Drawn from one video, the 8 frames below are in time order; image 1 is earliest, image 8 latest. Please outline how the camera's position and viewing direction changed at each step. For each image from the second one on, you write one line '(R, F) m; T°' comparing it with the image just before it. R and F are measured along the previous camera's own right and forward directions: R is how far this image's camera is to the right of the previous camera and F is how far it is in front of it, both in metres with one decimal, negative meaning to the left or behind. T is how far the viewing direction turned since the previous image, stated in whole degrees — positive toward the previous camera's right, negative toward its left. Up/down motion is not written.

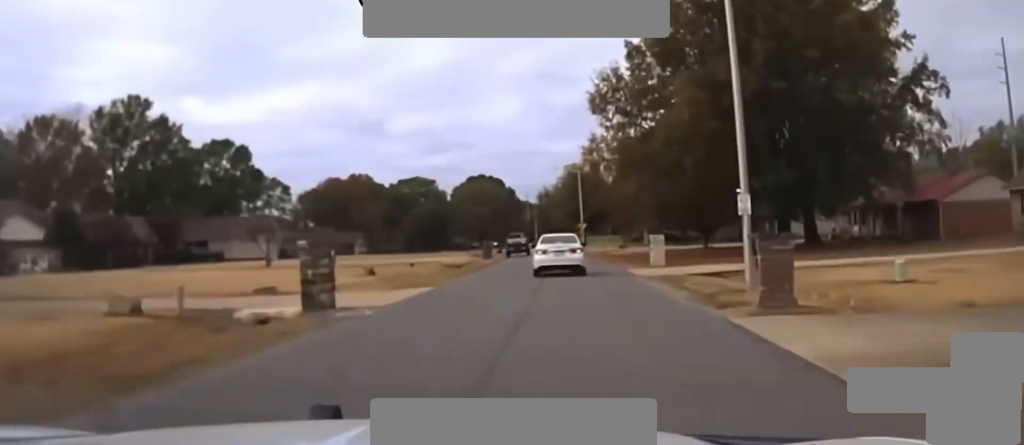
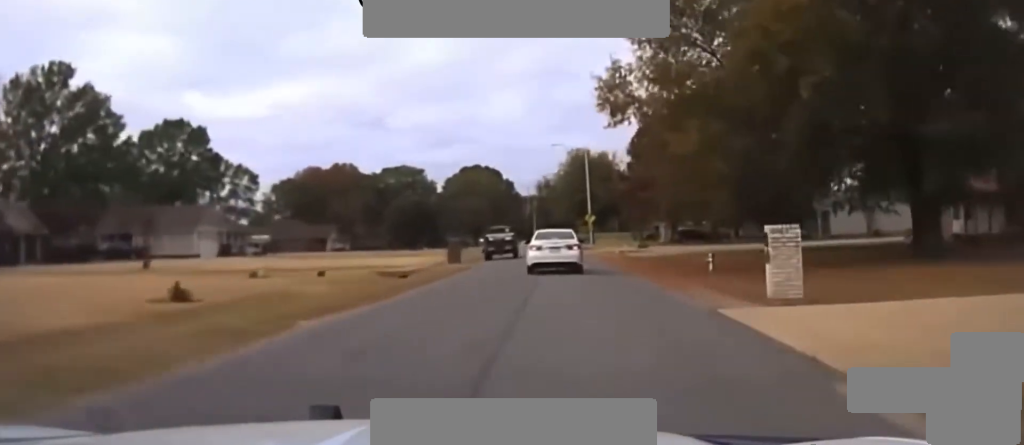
(-0.3, +21.9) m; -1°
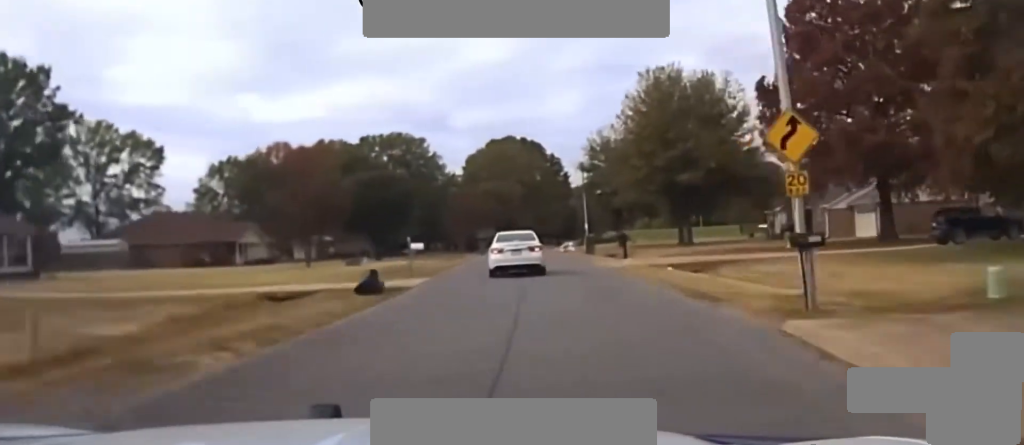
(-0.7, +63.5) m; -4°
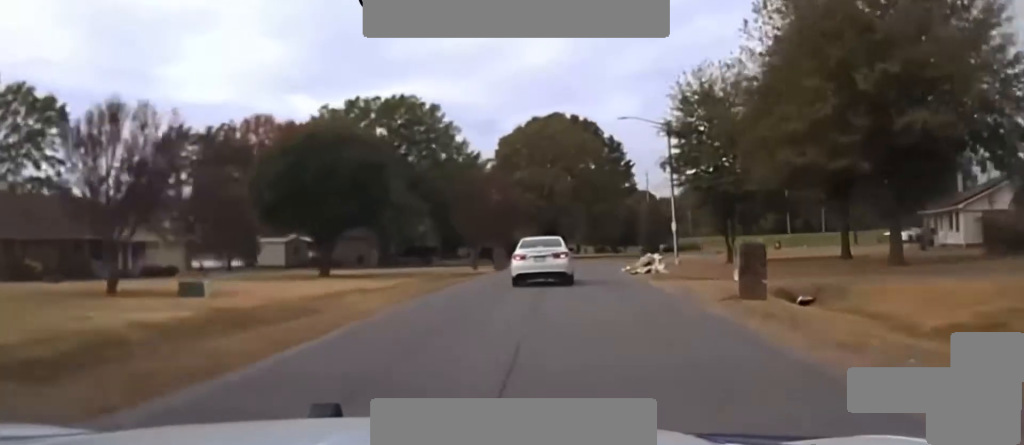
(-2.0, +33.5) m; -4°
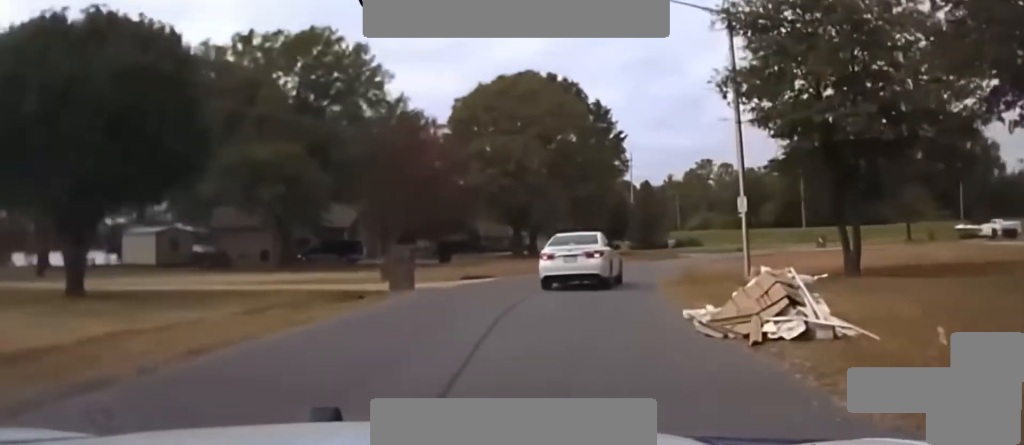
(0.0, +25.3) m; +1°
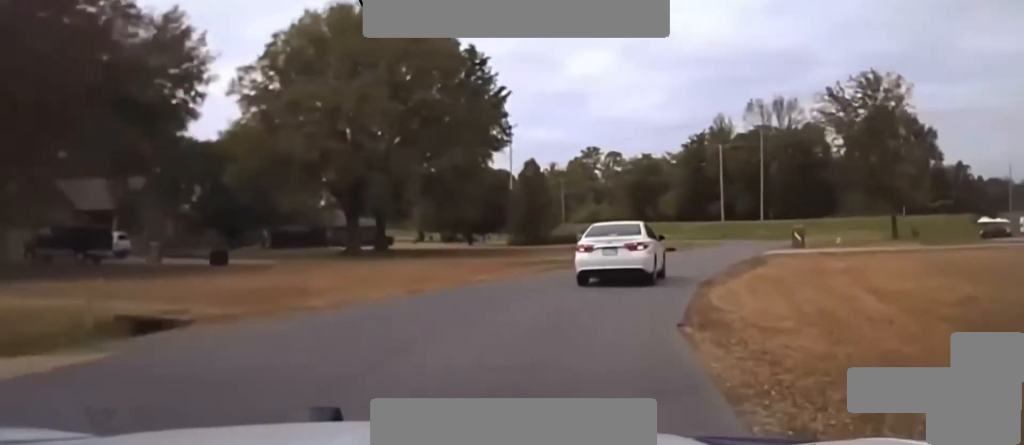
(+0.4, +25.6) m; +6°
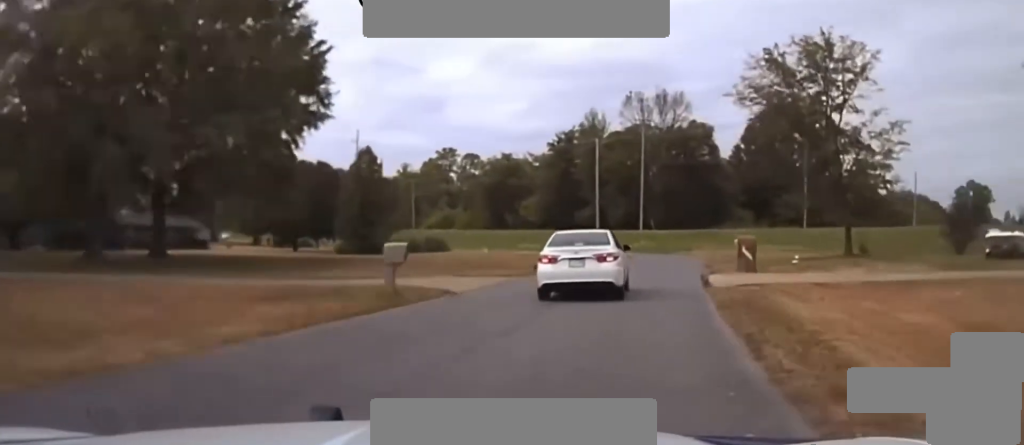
(+1.4, +17.2) m; +8°
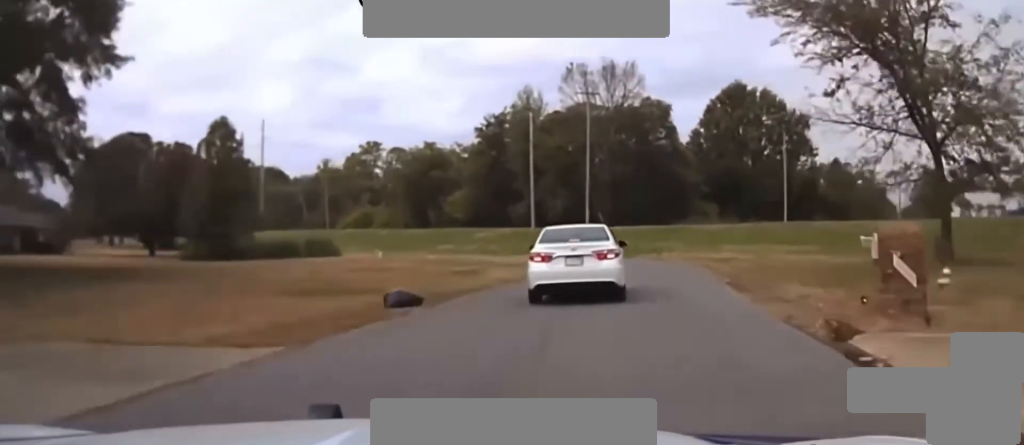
(+1.8, +20.2) m; +6°
